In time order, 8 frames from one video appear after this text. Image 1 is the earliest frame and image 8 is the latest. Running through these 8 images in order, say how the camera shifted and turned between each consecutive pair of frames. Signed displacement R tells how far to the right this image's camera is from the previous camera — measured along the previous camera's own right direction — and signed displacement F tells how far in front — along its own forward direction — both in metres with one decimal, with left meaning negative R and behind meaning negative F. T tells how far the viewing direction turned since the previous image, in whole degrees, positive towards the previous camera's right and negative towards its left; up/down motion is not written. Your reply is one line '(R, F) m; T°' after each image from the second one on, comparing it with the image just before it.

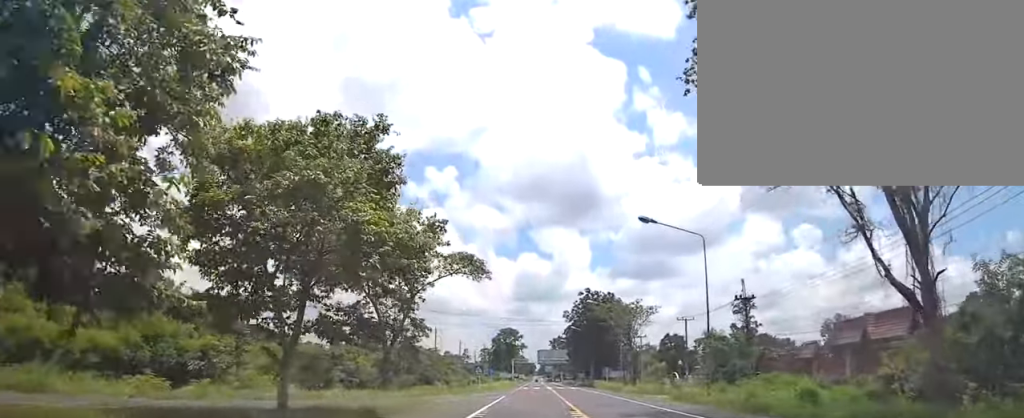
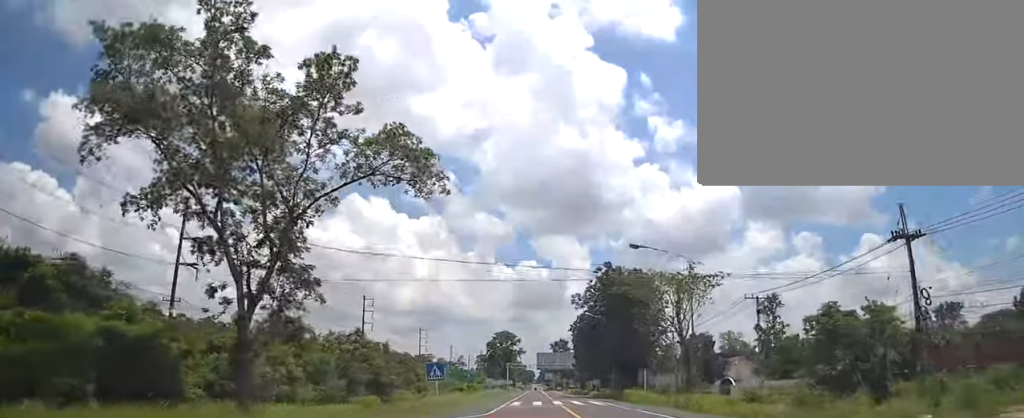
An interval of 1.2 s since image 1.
(-0.7, +26.9) m; -1°
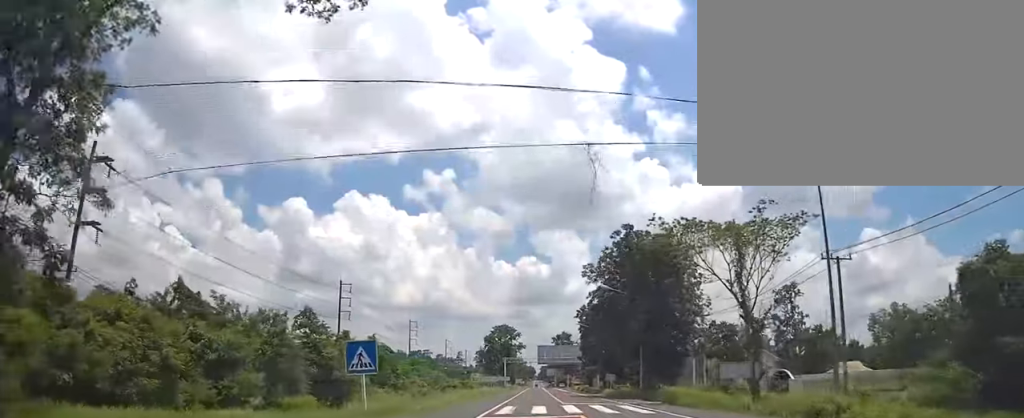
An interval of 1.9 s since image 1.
(+0.3, +15.4) m; +1°
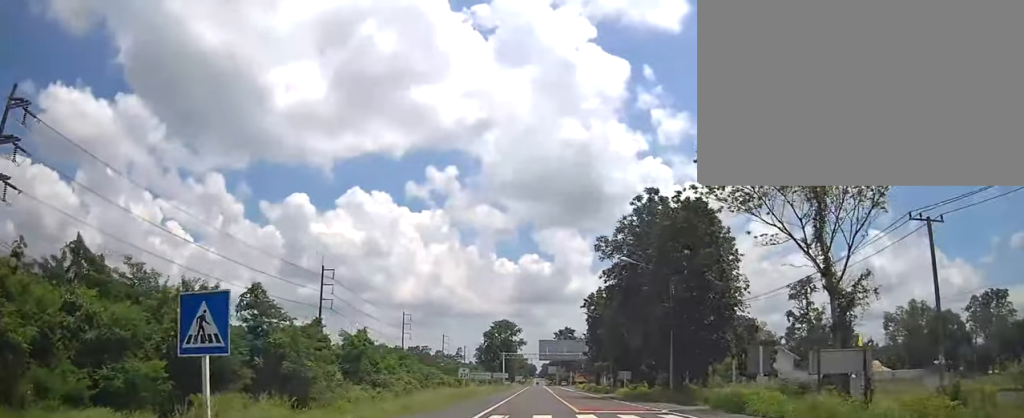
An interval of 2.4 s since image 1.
(+0.2, +10.3) m; +1°
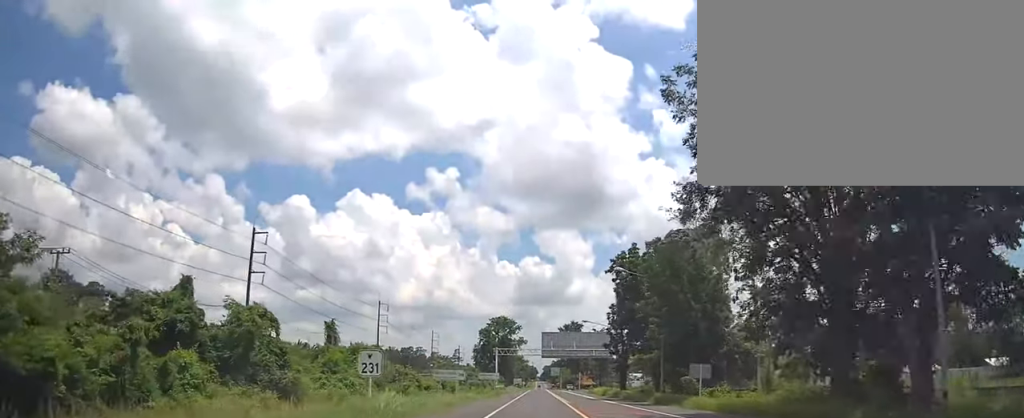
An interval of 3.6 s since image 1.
(0.0, +25.7) m; 0°
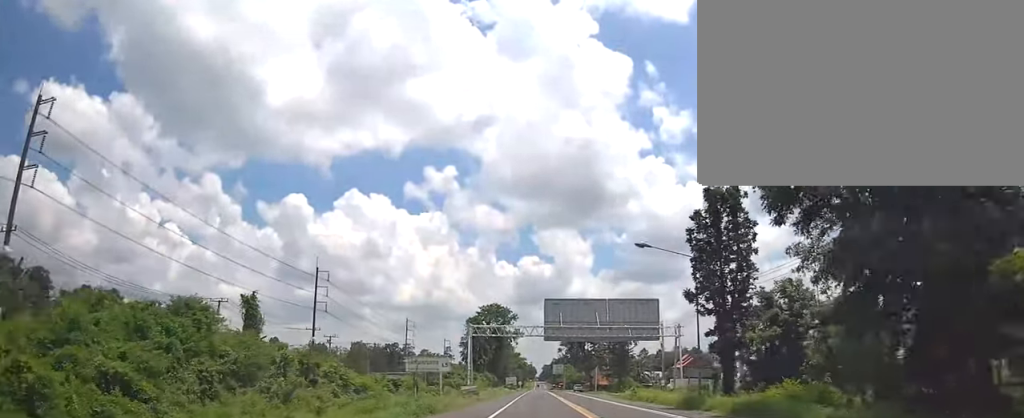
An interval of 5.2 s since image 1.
(-0.9, +37.2) m; -1°
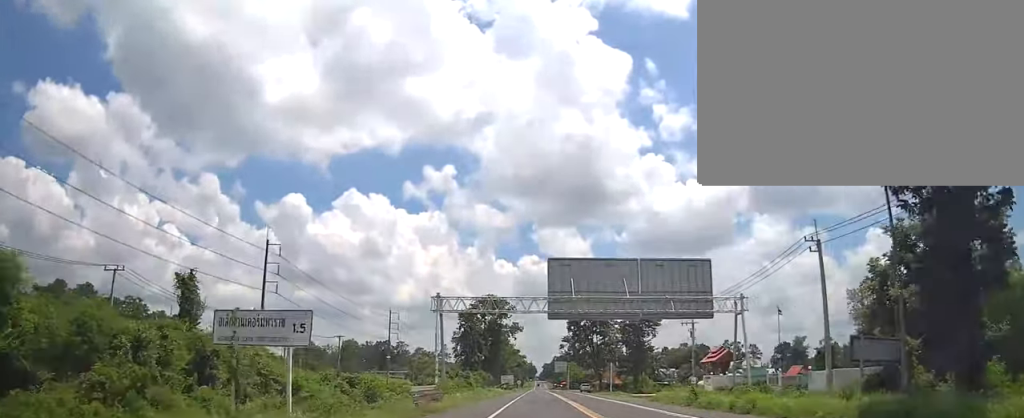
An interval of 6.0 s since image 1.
(+0.4, +18.4) m; 0°
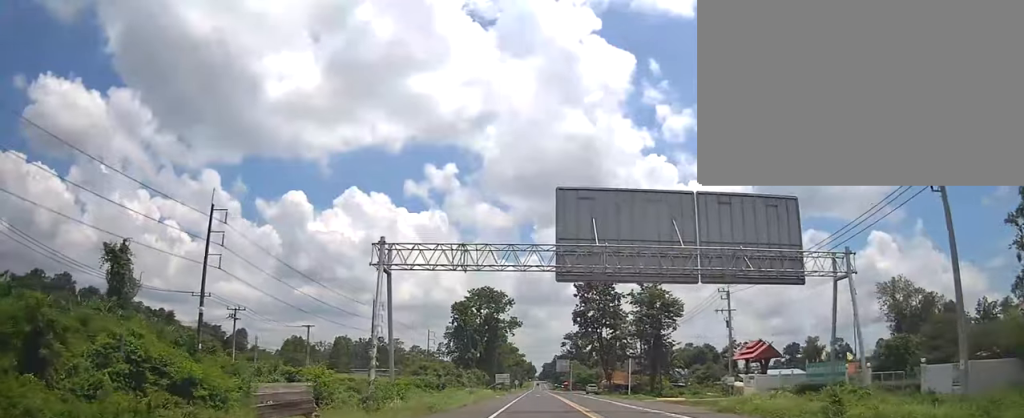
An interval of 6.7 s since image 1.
(+0.1, +14.8) m; 0°
